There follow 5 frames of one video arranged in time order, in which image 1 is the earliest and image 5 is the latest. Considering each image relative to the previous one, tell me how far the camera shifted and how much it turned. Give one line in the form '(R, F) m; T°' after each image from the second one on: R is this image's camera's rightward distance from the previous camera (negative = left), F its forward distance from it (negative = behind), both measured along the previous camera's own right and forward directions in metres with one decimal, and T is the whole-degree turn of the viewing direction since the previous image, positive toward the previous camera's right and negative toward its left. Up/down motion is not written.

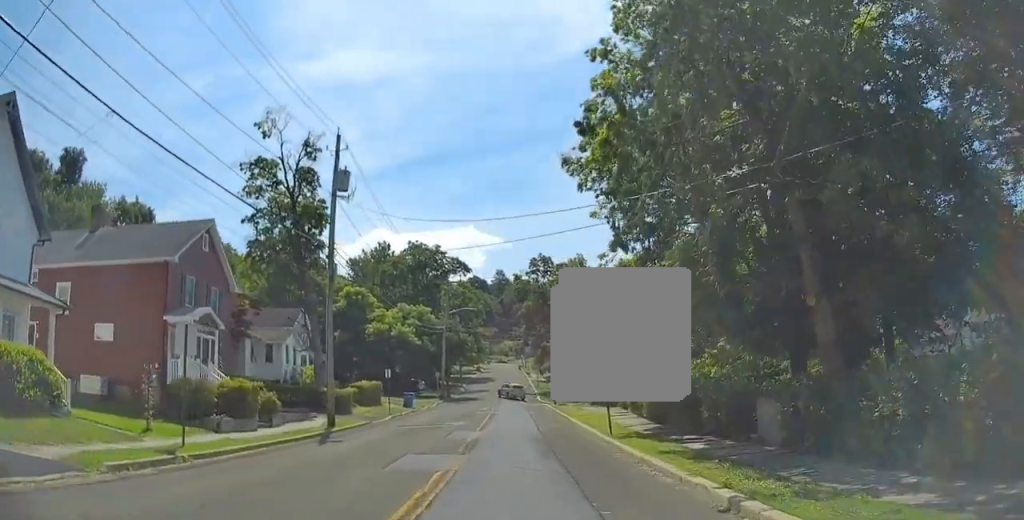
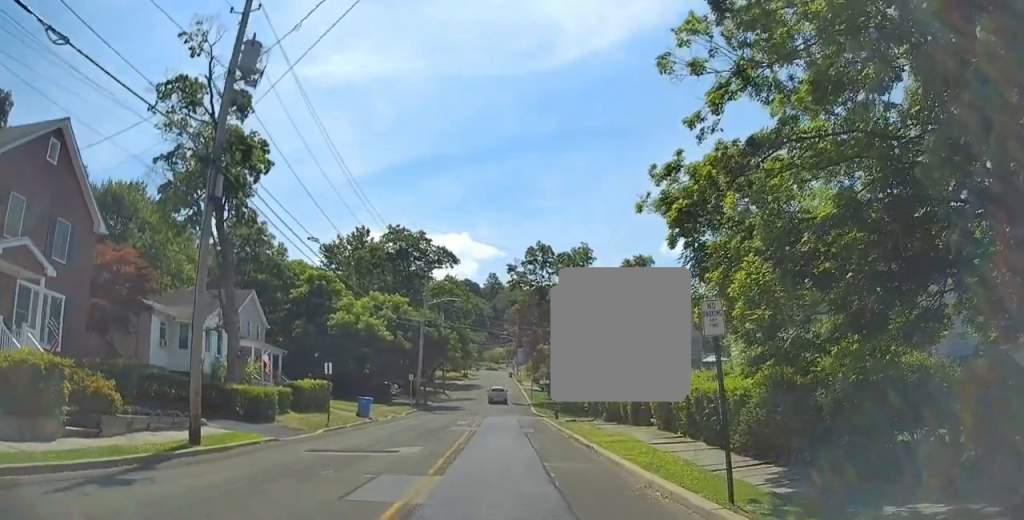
(-0.4, +11.2) m; +1°
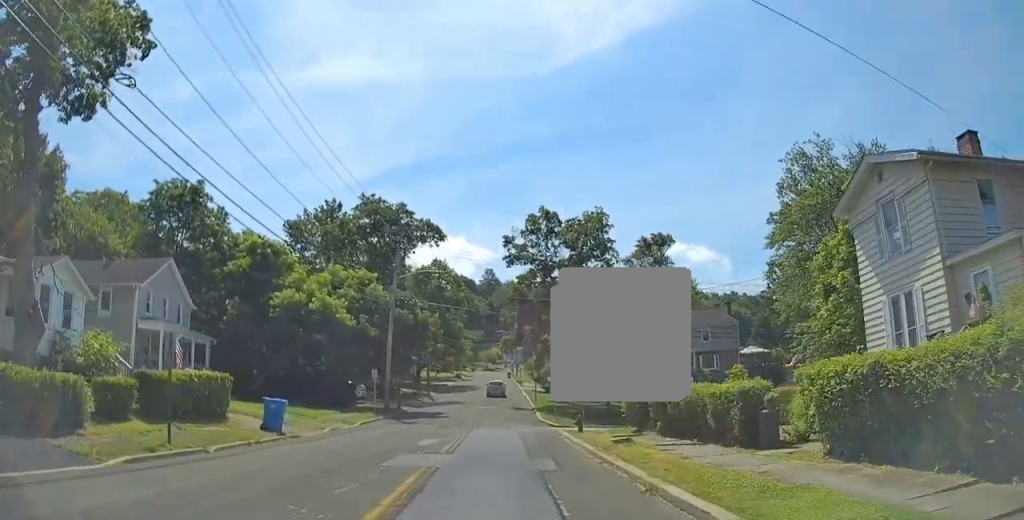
(+0.2, +13.3) m; -4°
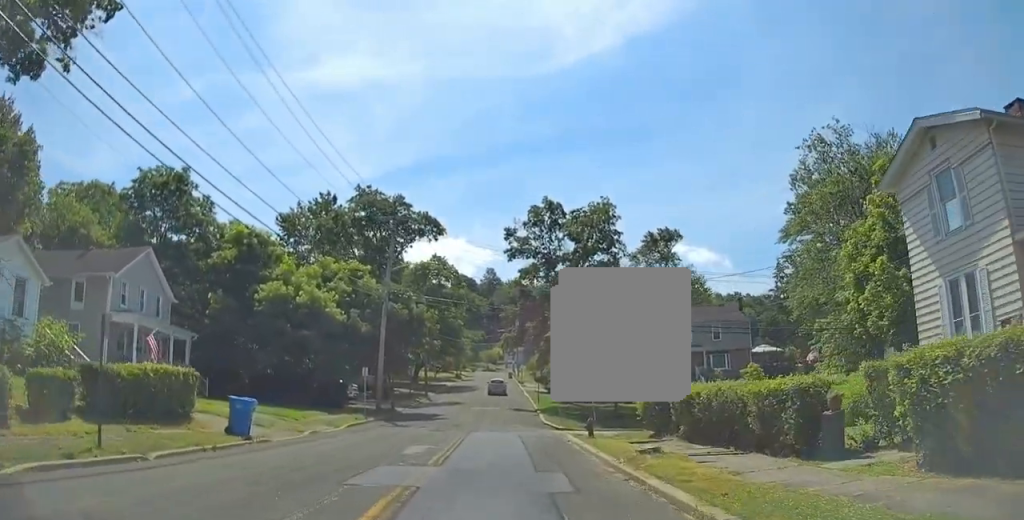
(-0.1, +2.8) m; -1°
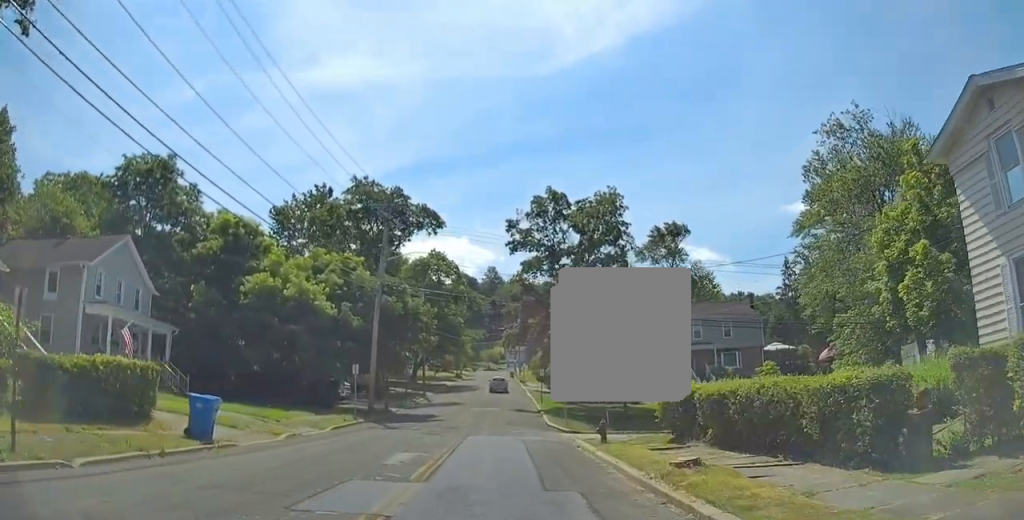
(-0.1, +2.6) m; -1°
